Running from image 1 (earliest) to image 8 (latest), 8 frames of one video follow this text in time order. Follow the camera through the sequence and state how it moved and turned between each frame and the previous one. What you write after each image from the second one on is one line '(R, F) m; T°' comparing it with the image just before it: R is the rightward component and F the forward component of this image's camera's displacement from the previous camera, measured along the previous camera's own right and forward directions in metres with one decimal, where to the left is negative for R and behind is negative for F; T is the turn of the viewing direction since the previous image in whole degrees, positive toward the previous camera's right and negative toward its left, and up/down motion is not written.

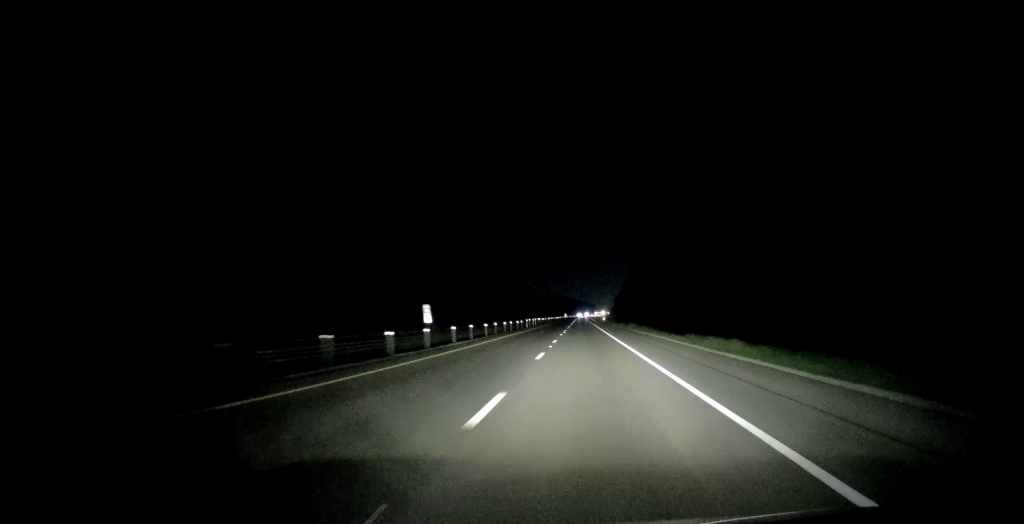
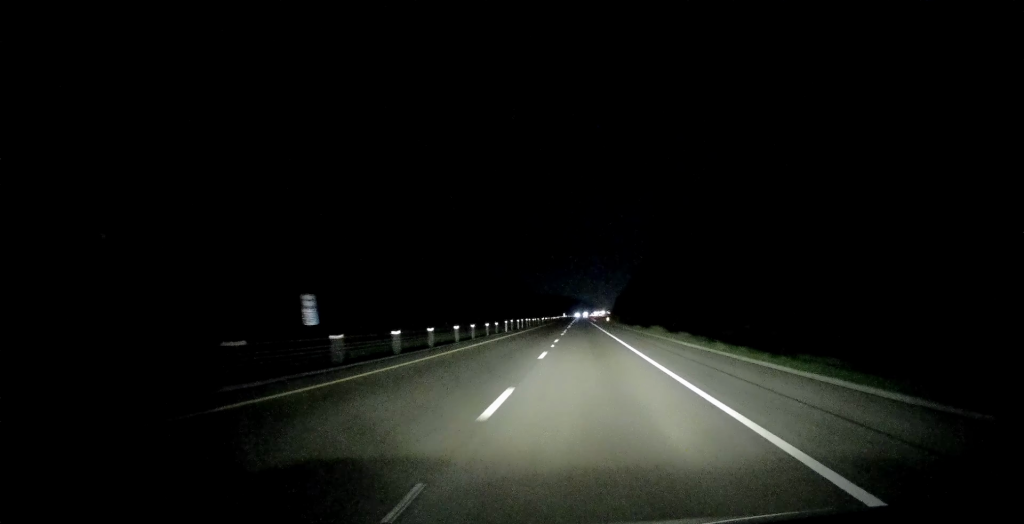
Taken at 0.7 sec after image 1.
(-0.1, +23.8) m; 0°
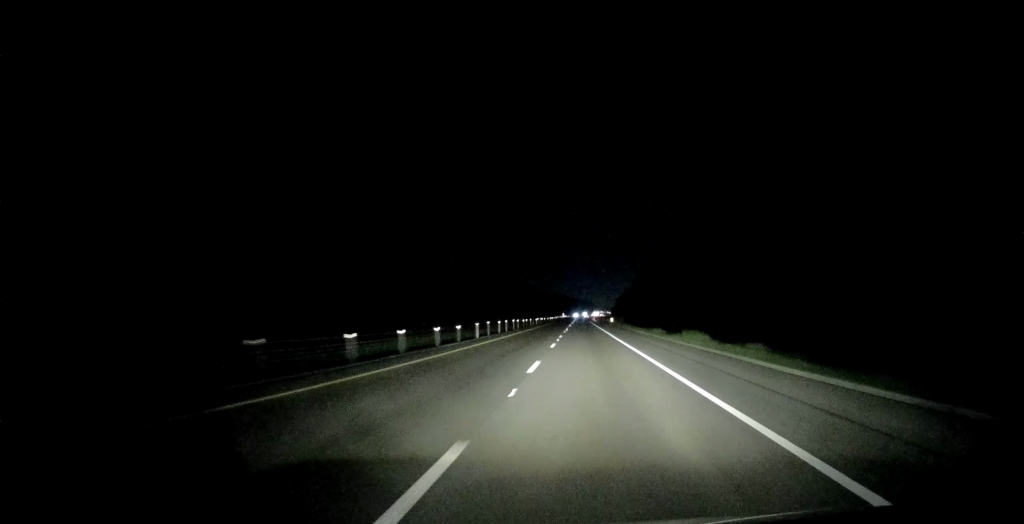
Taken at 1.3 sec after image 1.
(+0.1, +17.3) m; 0°
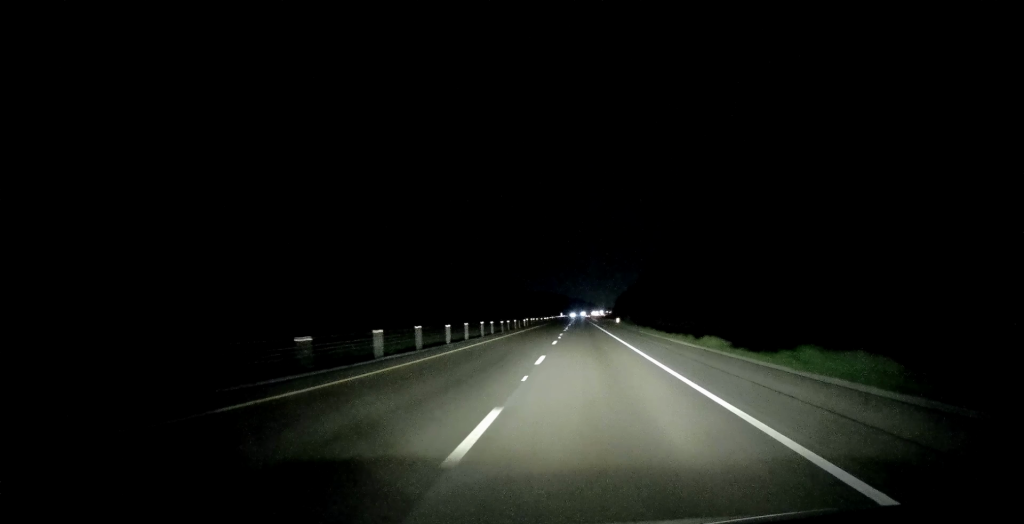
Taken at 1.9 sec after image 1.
(-0.1, +21.6) m; 0°
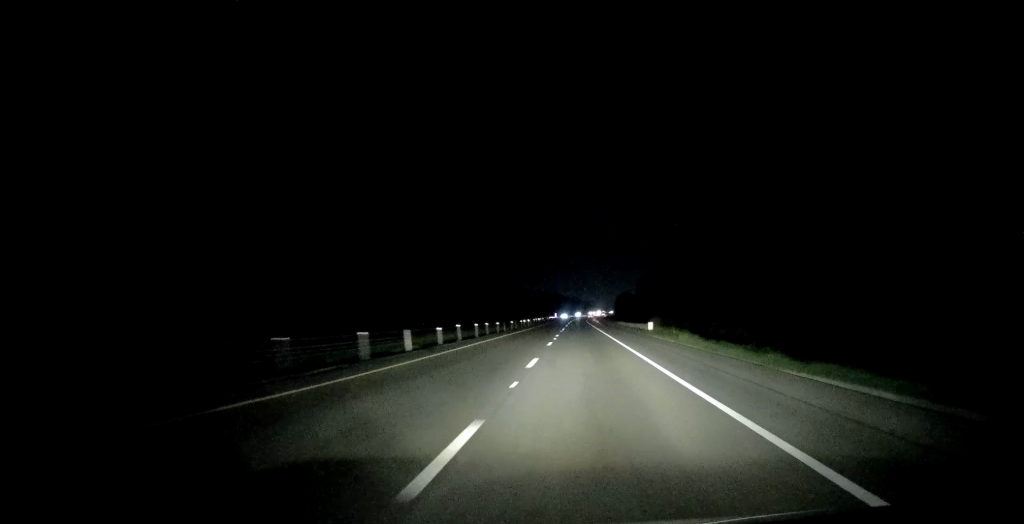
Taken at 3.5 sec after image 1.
(+0.3, +49.4) m; 0°
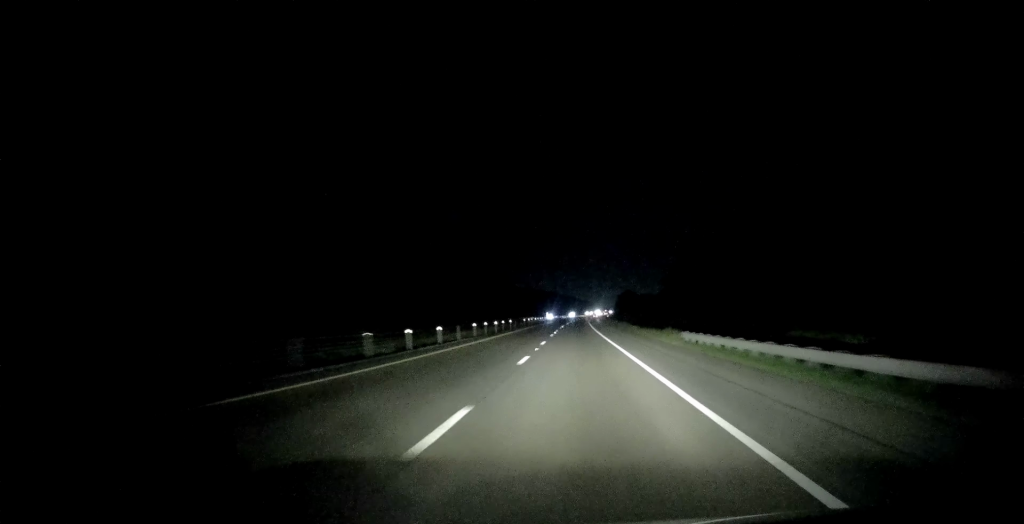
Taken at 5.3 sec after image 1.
(+0.4, +59.2) m; 0°
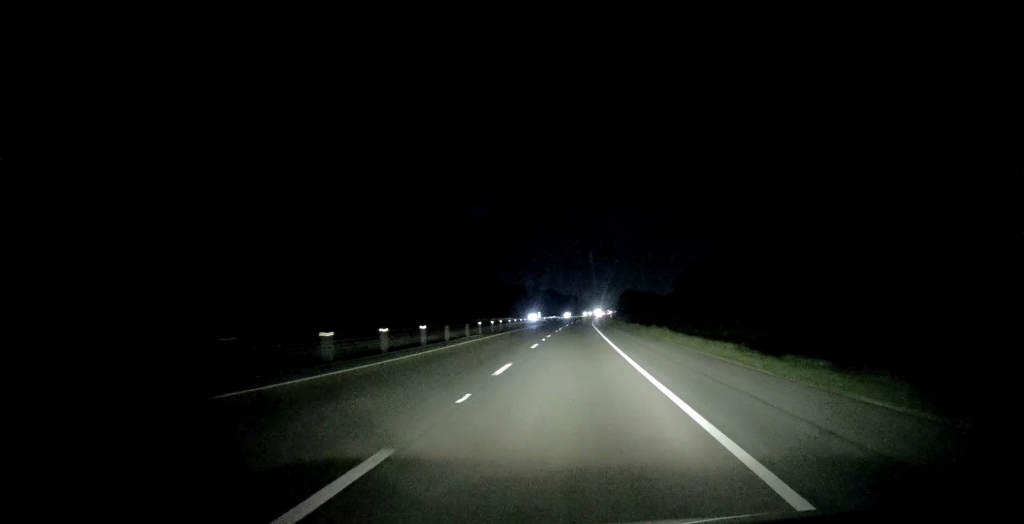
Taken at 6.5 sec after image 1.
(-0.3, +39.8) m; 0°
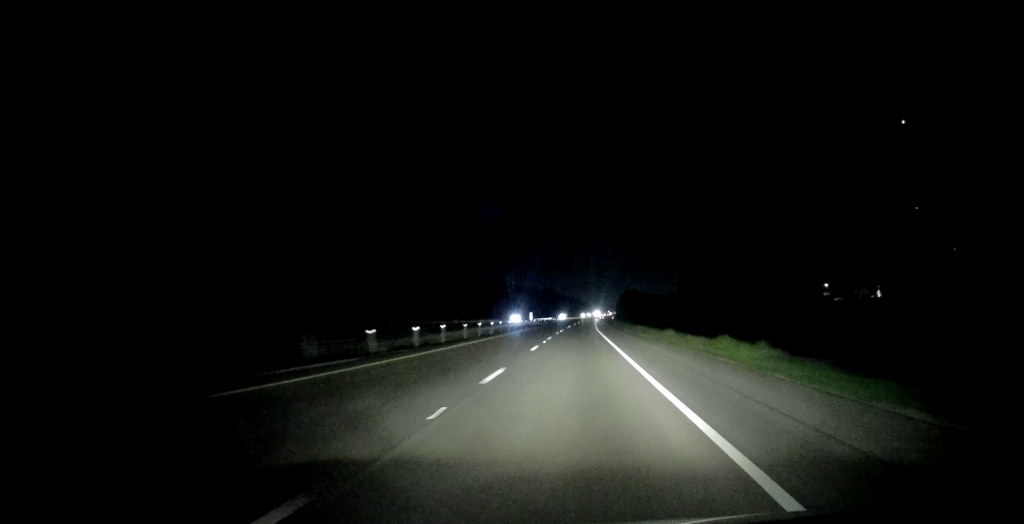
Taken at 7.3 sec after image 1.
(+0.1, +25.7) m; 0°
